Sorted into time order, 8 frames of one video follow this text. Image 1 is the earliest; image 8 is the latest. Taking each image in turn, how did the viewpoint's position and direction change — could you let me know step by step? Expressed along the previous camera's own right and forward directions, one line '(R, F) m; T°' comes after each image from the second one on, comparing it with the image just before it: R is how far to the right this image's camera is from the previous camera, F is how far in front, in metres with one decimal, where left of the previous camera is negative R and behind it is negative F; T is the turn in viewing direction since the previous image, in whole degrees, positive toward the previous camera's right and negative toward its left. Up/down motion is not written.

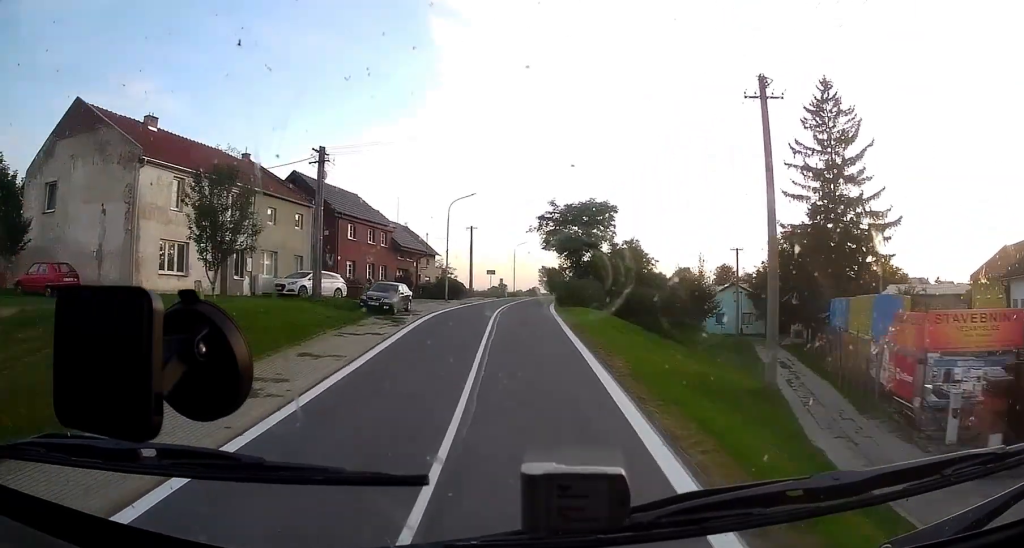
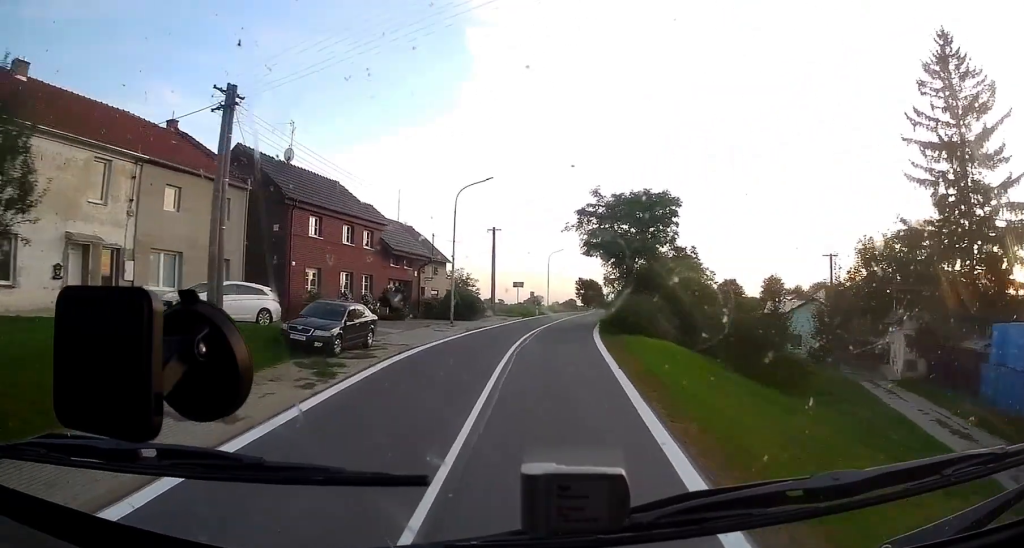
(+0.3, +12.9) m; -1°
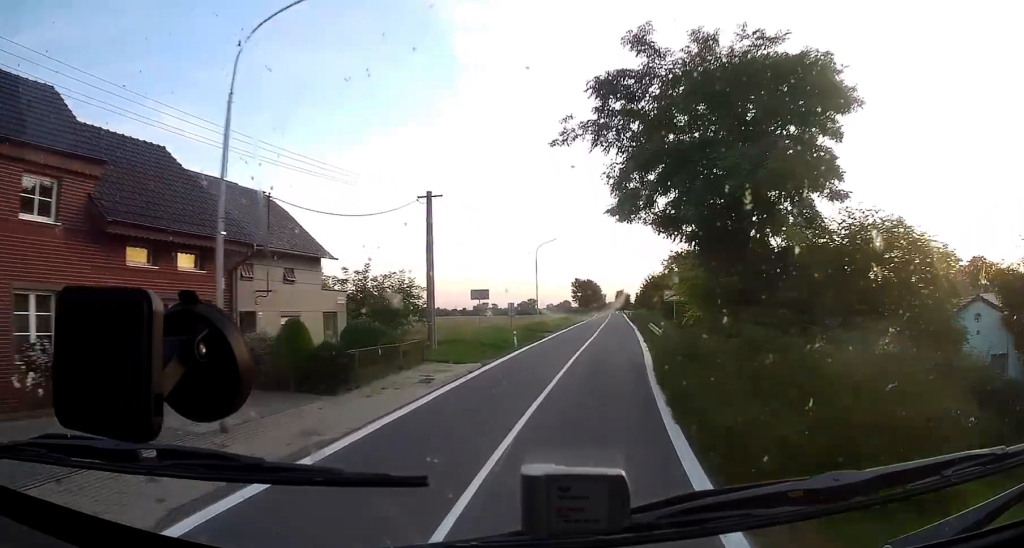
(-0.2, +24.7) m; +2°
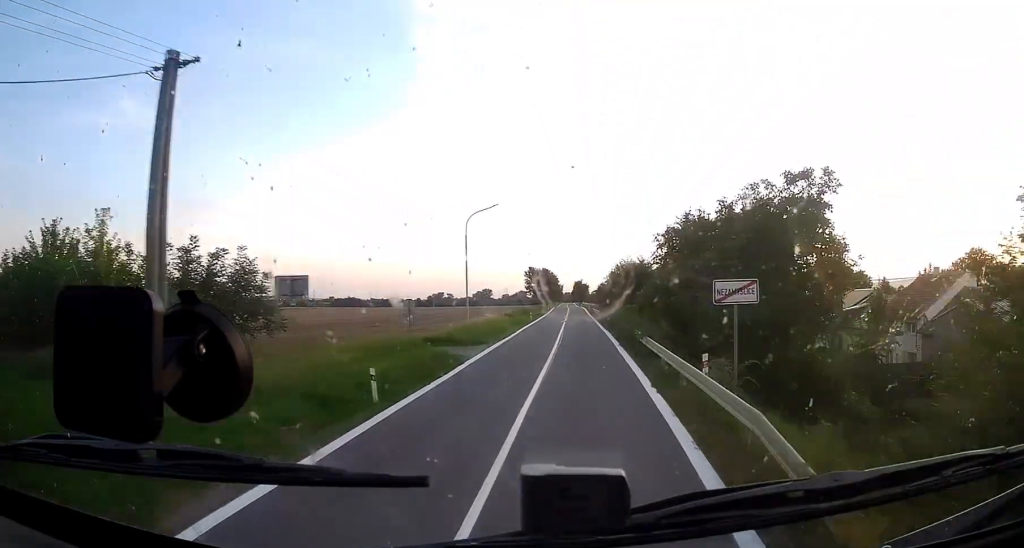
(+0.3, +17.8) m; +1°
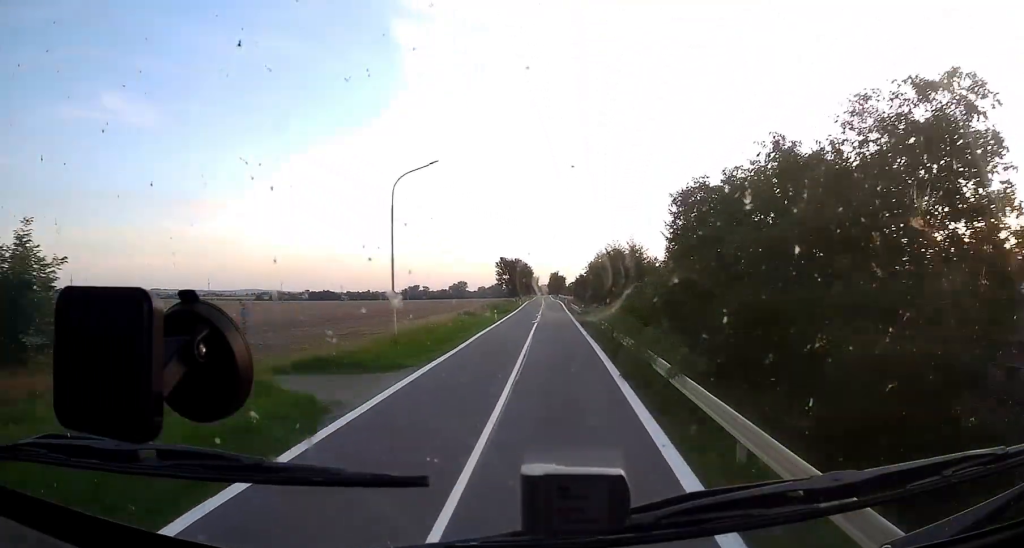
(+0.1, +12.1) m; 0°
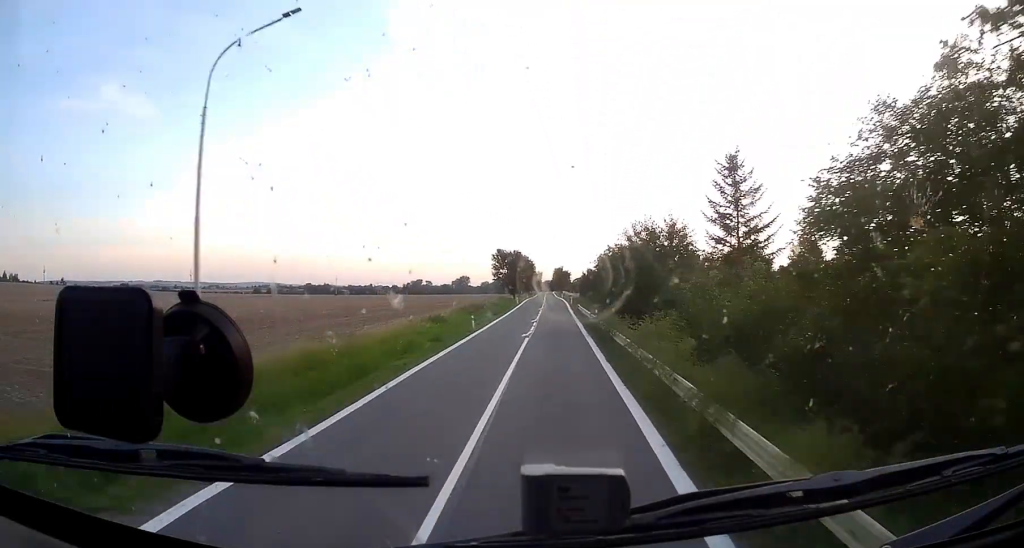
(-0.1, +16.0) m; -1°
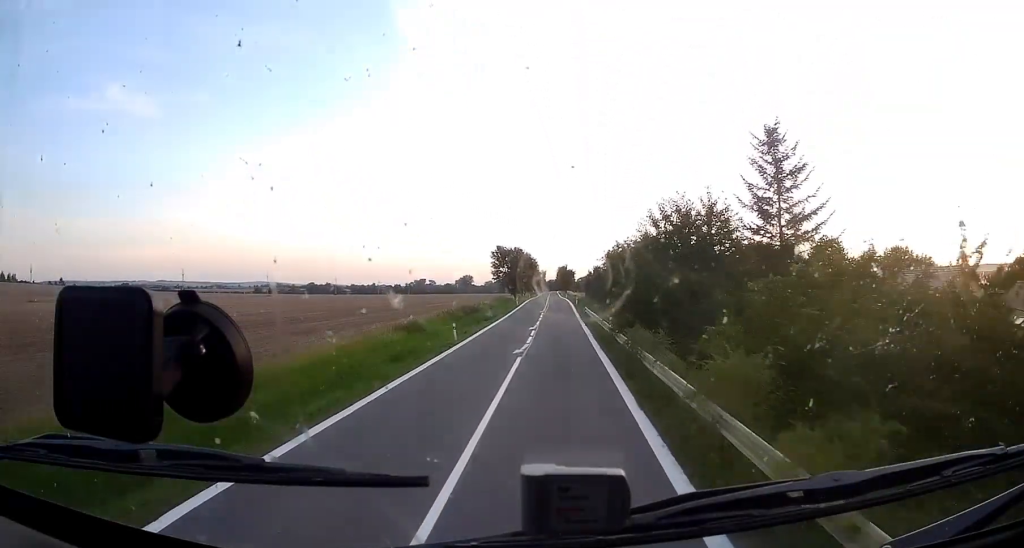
(-0.1, +8.0) m; -1°
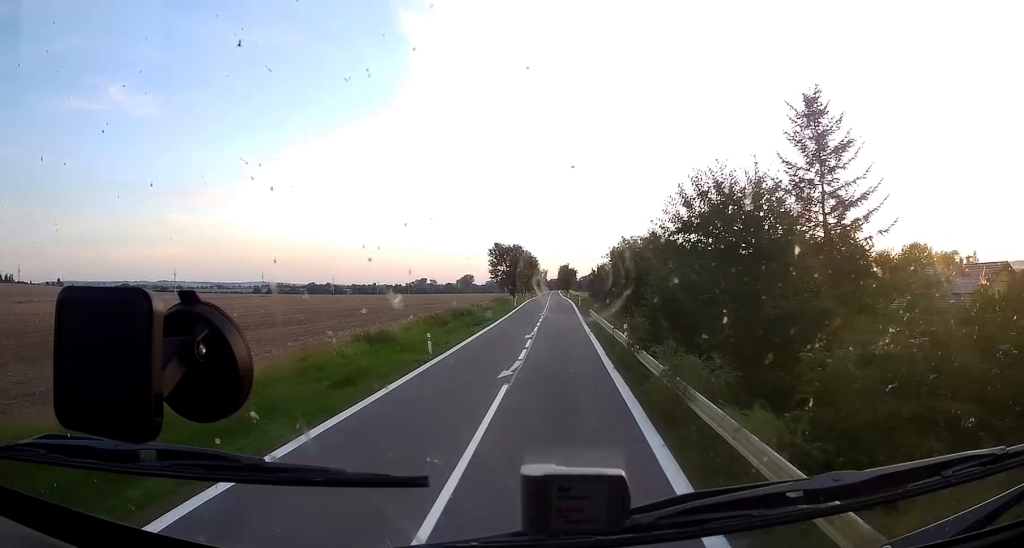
(0.0, +6.5) m; 0°
